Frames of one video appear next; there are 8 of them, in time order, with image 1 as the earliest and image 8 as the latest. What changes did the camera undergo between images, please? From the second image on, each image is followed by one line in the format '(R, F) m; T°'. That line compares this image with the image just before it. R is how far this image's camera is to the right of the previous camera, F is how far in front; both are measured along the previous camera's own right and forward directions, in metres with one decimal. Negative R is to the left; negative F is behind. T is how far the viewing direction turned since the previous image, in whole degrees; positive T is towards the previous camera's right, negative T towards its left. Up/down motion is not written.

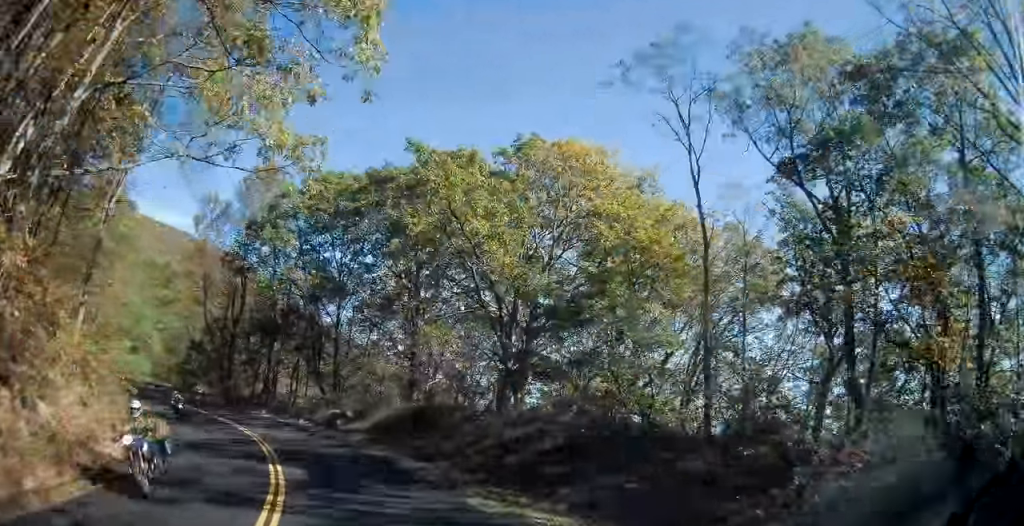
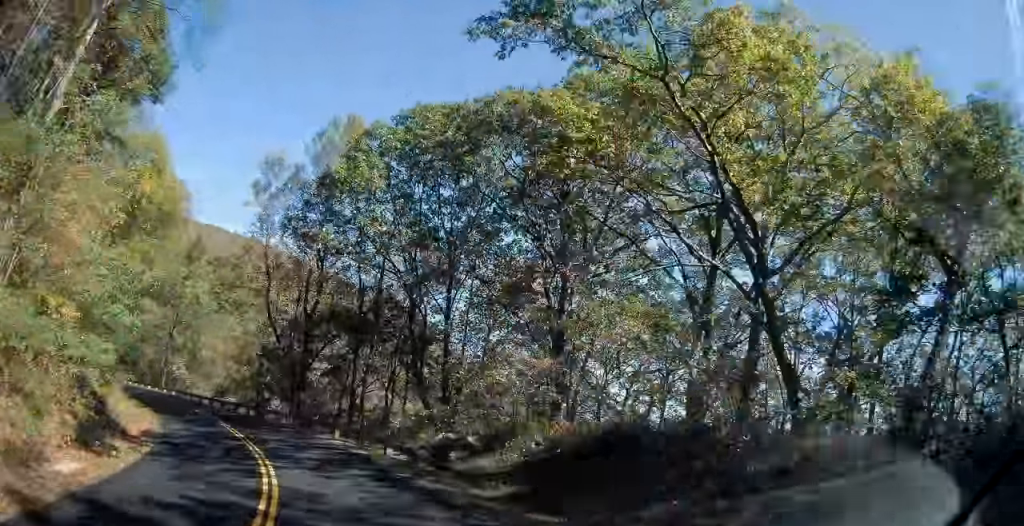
(-1.2, +13.4) m; -10°
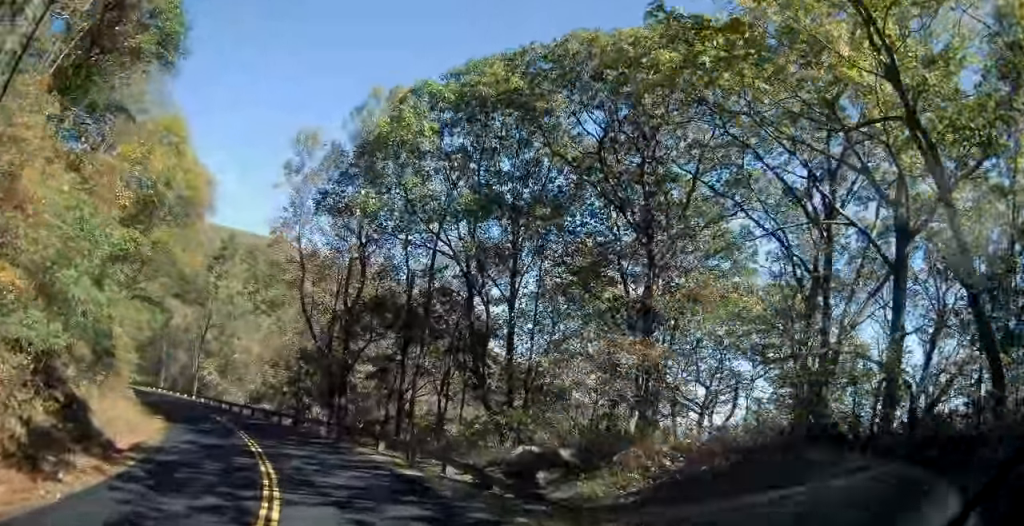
(+0.2, +5.2) m; -5°
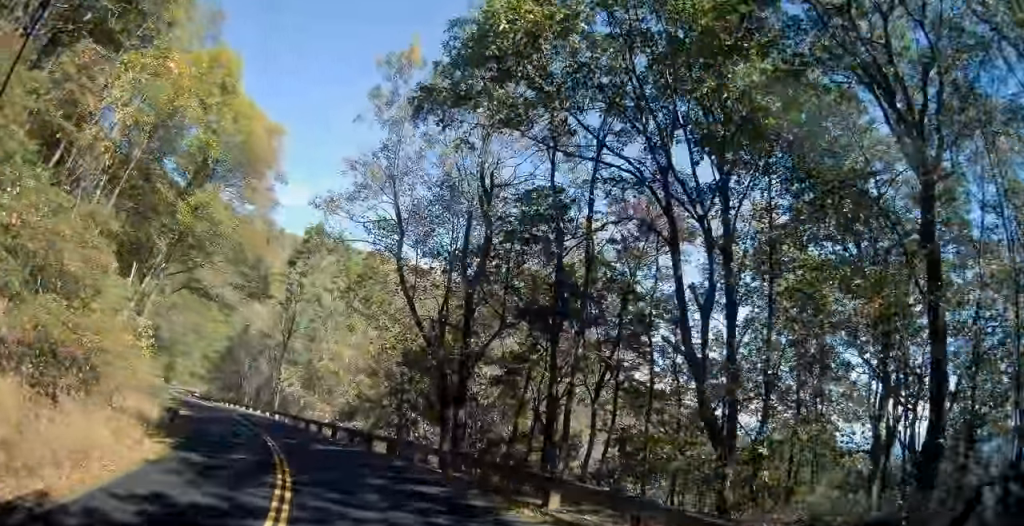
(-1.4, +11.1) m; -14°
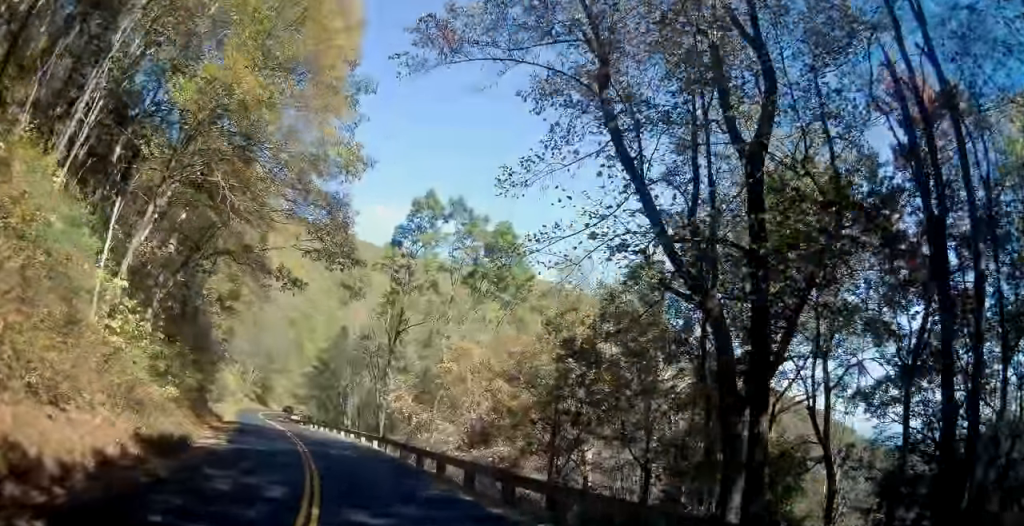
(-1.8, +14.0) m; -12°
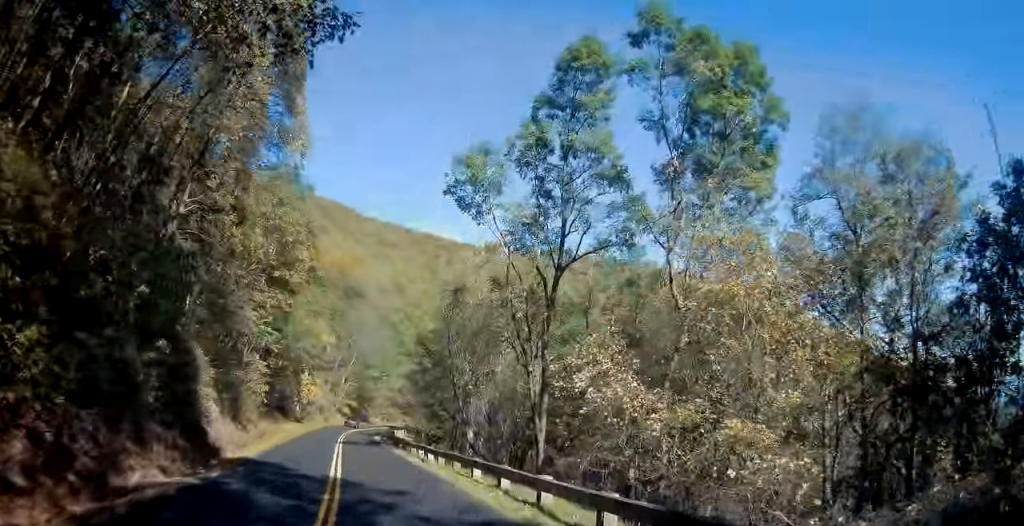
(-2.5, +21.1) m; -11°
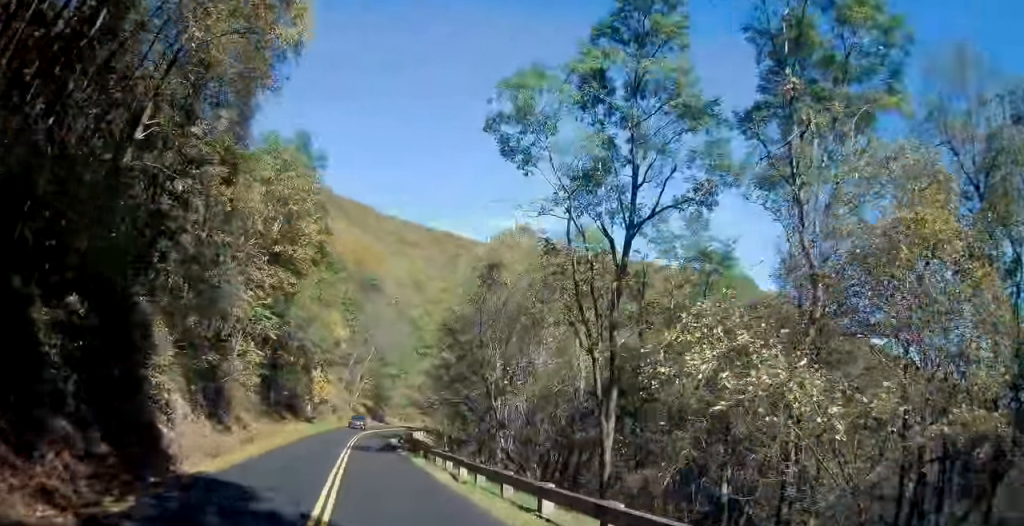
(0.0, +6.5) m; -1°
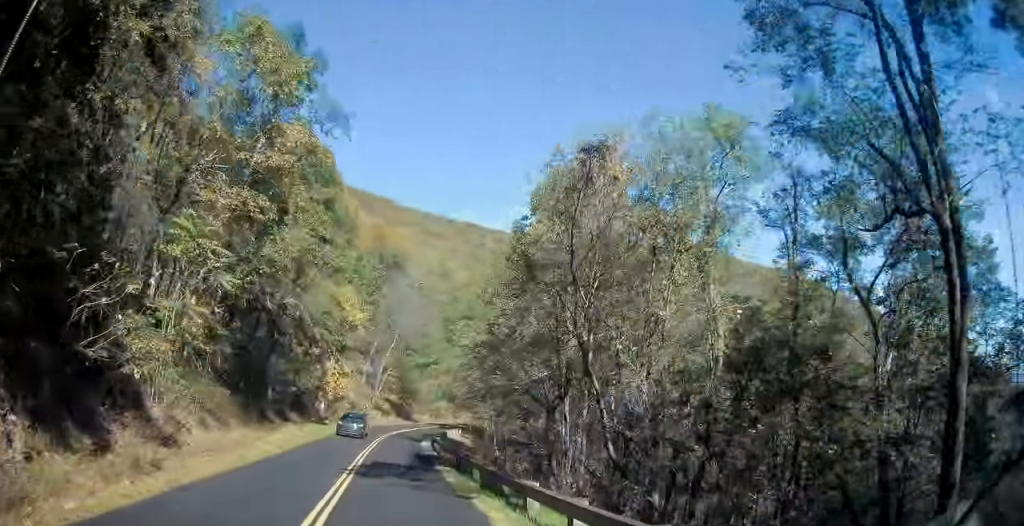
(-0.4, +14.2) m; -4°
